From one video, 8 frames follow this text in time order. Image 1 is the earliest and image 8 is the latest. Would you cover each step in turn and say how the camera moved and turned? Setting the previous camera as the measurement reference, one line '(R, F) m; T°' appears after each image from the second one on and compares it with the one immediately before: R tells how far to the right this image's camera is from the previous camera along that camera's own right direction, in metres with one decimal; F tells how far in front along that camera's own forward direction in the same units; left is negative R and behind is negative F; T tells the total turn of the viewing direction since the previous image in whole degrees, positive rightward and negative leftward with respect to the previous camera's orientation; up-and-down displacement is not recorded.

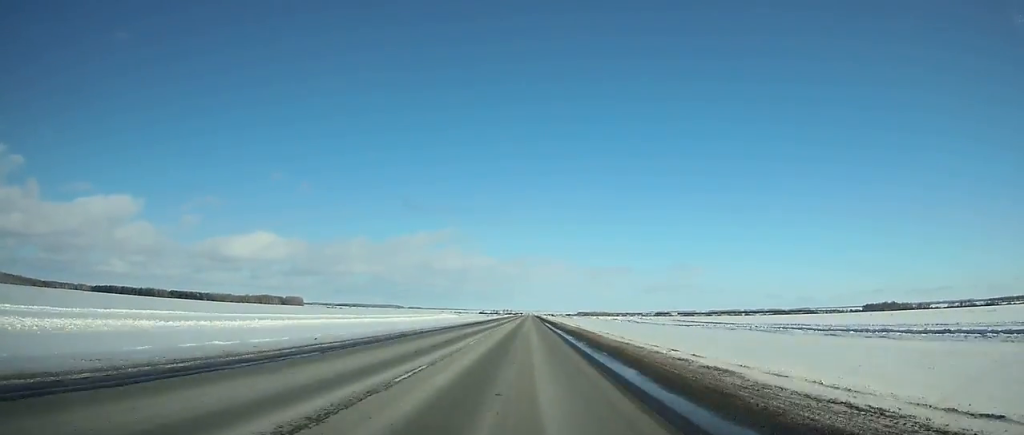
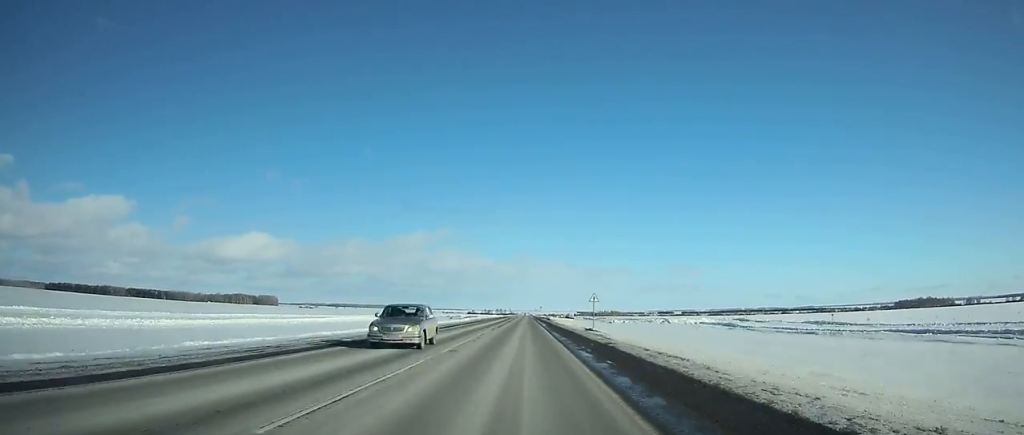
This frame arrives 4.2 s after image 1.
(-0.2, +143.7) m; 0°
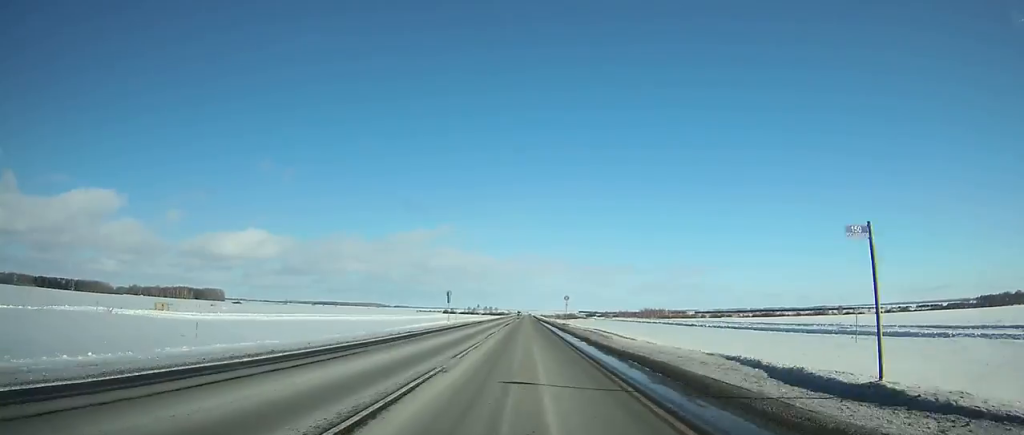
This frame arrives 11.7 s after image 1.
(-0.3, +252.6) m; 0°
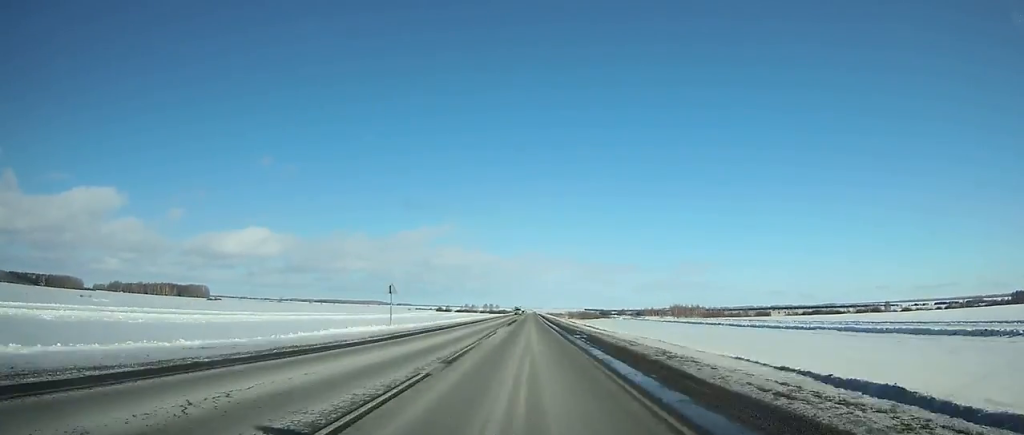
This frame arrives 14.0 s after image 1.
(+0.1, +76.1) m; 0°
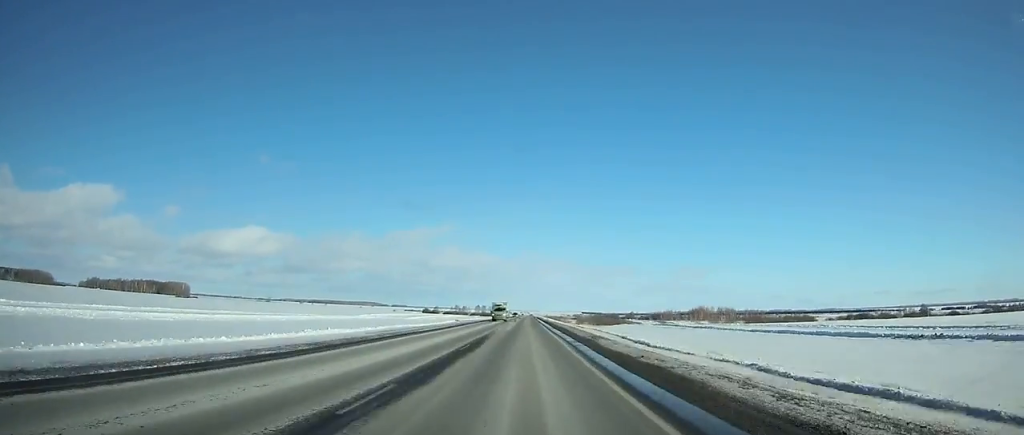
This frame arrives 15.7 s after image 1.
(0.0, +56.1) m; 0°
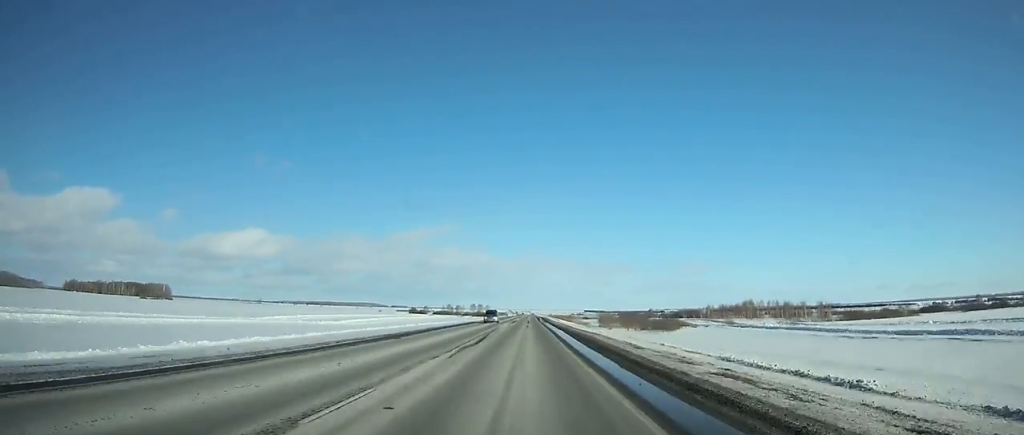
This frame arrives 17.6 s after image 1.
(-0.1, +62.4) m; 0°
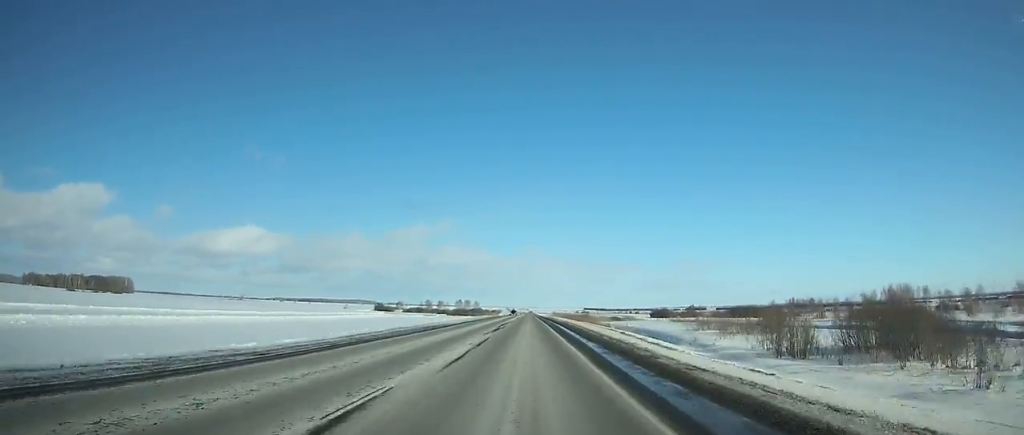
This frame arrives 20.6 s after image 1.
(+0.1, +97.9) m; 0°
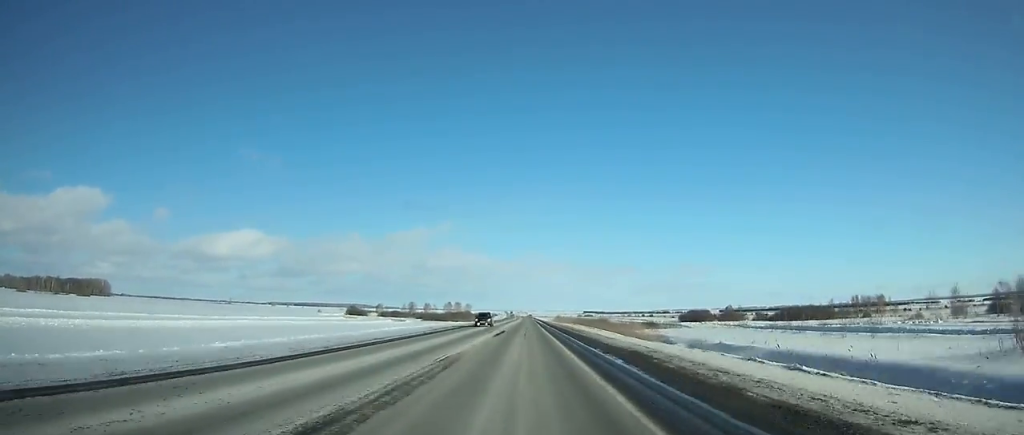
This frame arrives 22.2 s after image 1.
(0.0, +52.1) m; 0°
